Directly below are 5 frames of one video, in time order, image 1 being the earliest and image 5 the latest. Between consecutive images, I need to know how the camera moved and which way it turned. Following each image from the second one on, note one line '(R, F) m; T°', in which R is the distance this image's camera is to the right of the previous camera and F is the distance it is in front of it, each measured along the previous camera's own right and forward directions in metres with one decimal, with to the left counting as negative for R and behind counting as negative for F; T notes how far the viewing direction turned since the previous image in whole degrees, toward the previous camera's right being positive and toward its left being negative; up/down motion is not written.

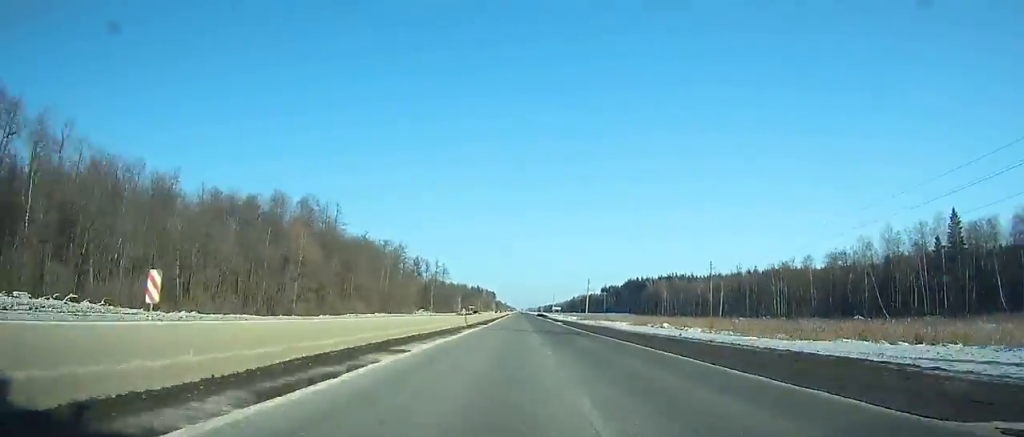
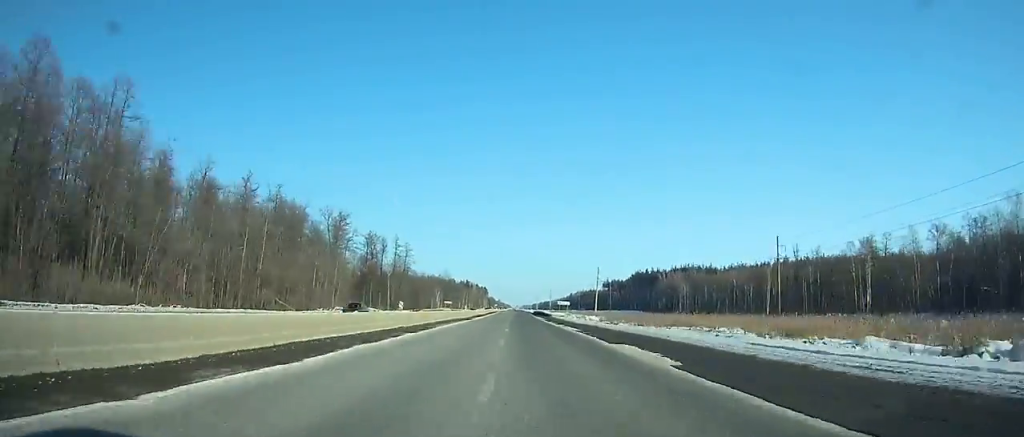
(+0.2, +56.5) m; 0°
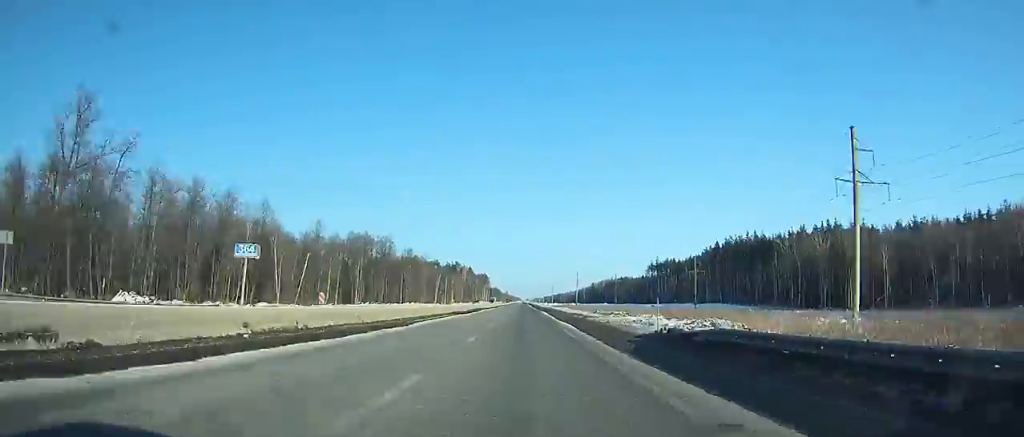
(-0.7, +165.9) m; -1°
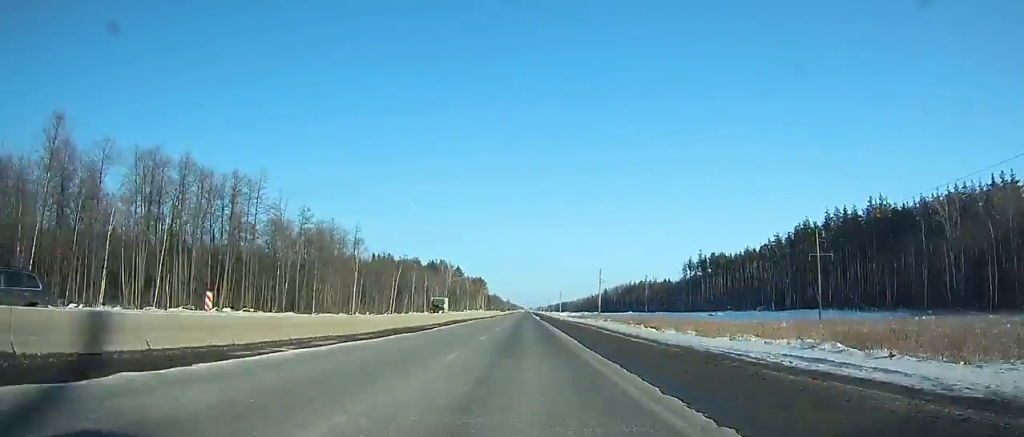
(-0.2, +87.0) m; 0°
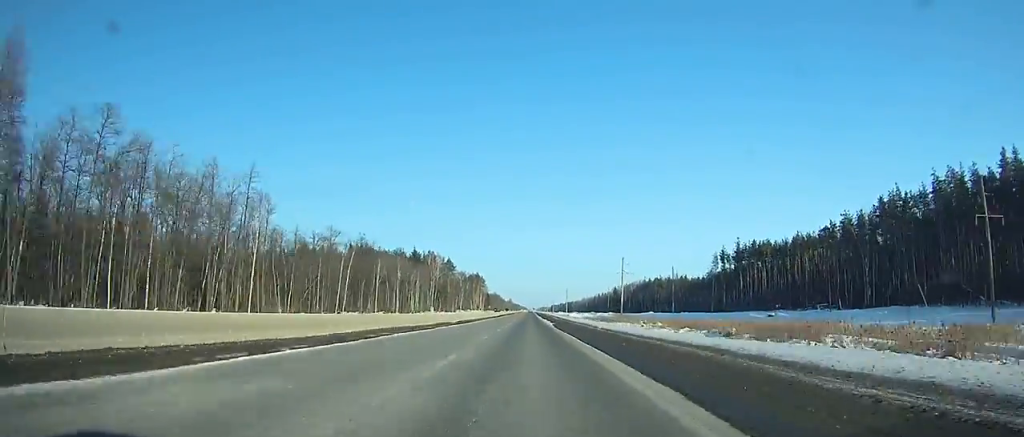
(0.0, +50.5) m; 0°
